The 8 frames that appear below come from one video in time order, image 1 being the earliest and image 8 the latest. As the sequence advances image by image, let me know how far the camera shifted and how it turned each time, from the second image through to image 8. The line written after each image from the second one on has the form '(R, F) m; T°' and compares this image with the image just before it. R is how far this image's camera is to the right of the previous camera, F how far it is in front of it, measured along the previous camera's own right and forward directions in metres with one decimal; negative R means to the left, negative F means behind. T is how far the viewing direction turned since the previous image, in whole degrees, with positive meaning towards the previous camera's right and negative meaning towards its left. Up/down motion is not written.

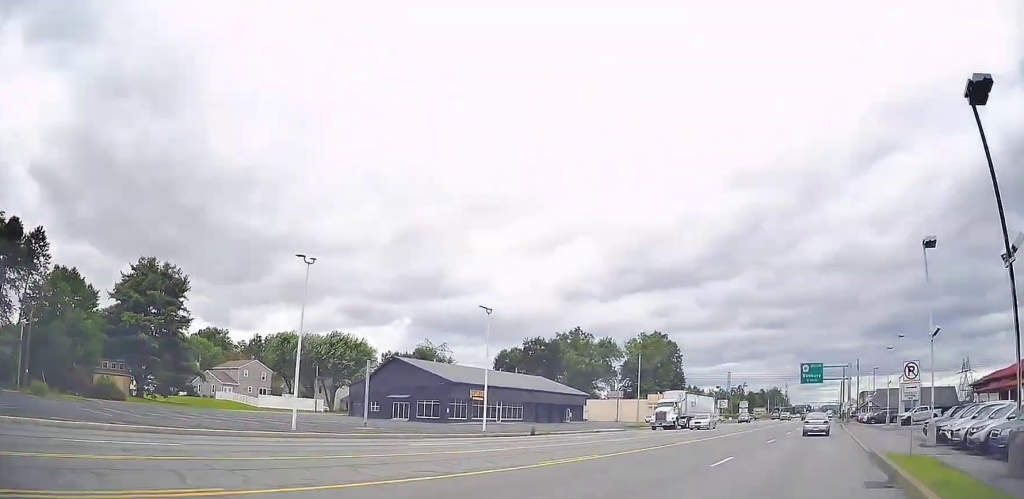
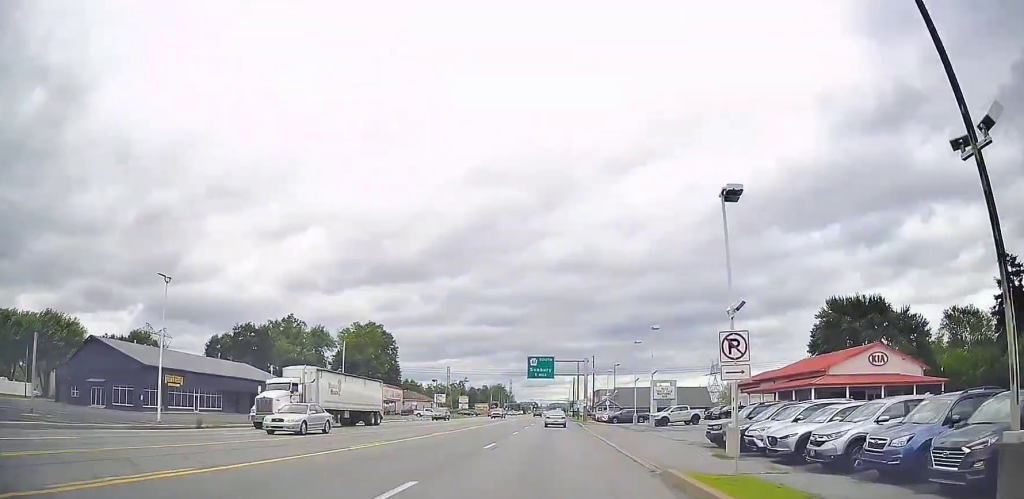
(+0.5, +7.8) m; +5°
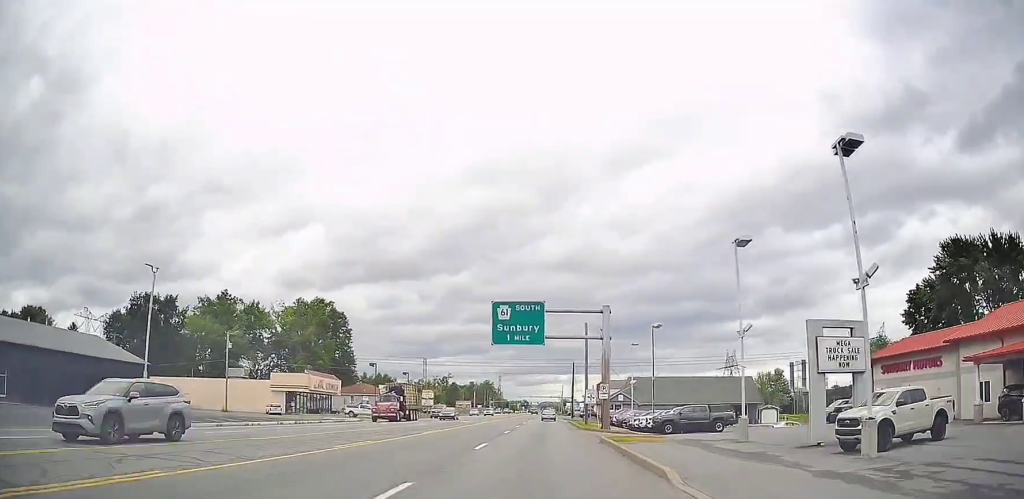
(+1.4, +38.5) m; +2°
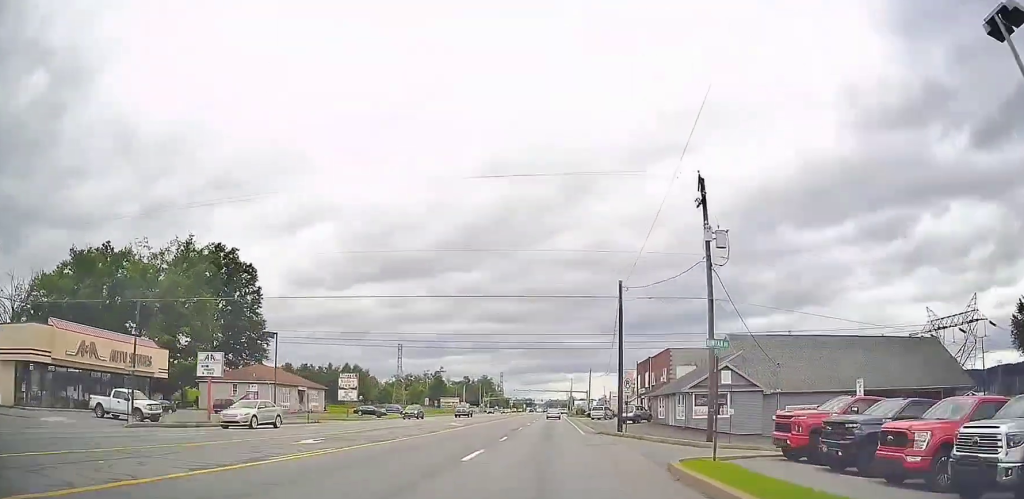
(-0.4, +52.4) m; 0°
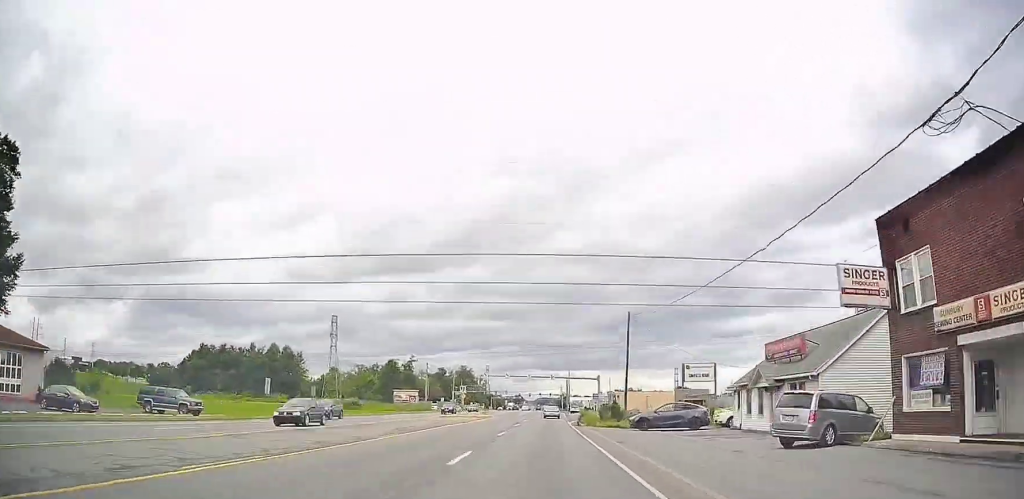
(+0.4, +56.2) m; +1°
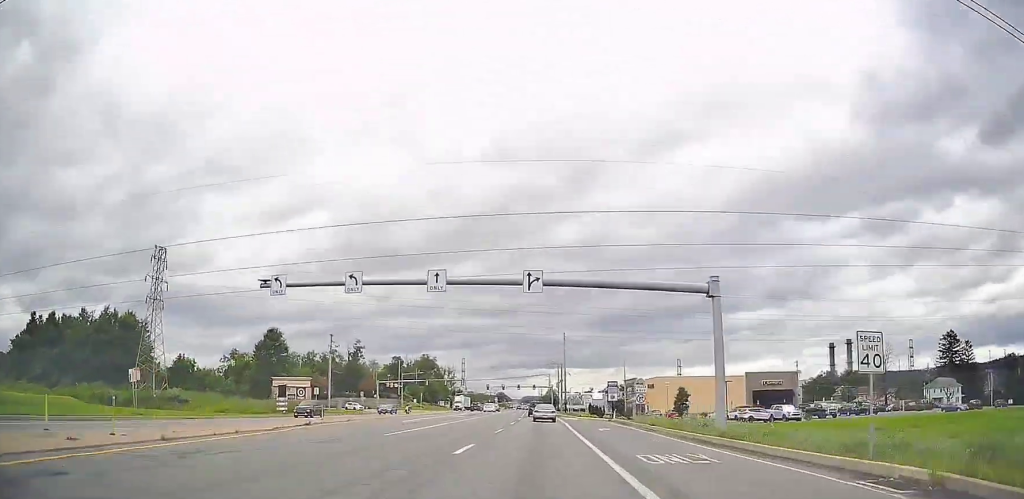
(+0.4, +70.4) m; +1°
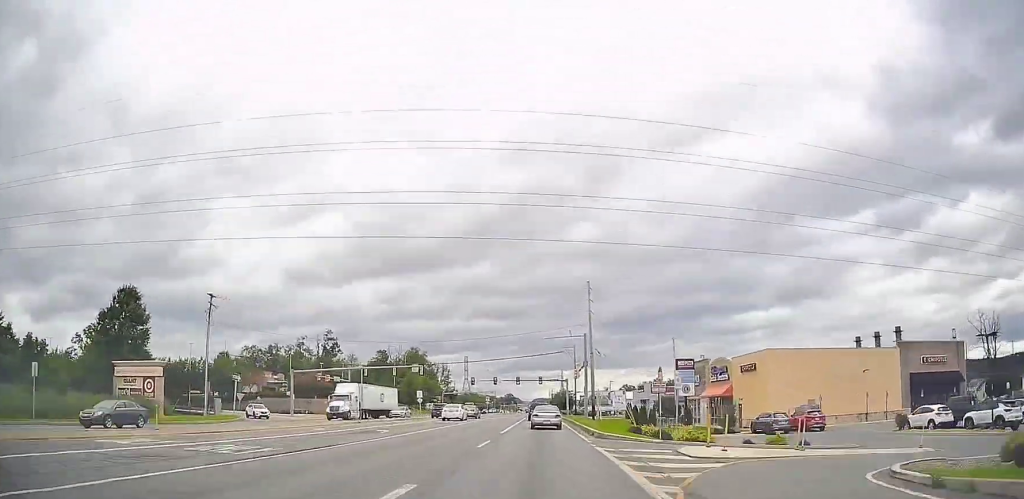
(+0.1, +46.0) m; 0°
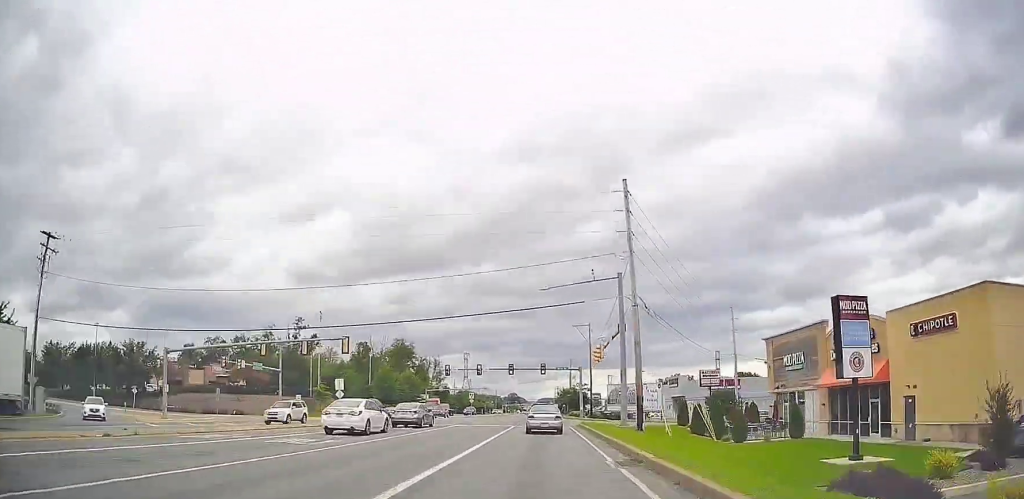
(-0.1, +28.9) m; 0°
